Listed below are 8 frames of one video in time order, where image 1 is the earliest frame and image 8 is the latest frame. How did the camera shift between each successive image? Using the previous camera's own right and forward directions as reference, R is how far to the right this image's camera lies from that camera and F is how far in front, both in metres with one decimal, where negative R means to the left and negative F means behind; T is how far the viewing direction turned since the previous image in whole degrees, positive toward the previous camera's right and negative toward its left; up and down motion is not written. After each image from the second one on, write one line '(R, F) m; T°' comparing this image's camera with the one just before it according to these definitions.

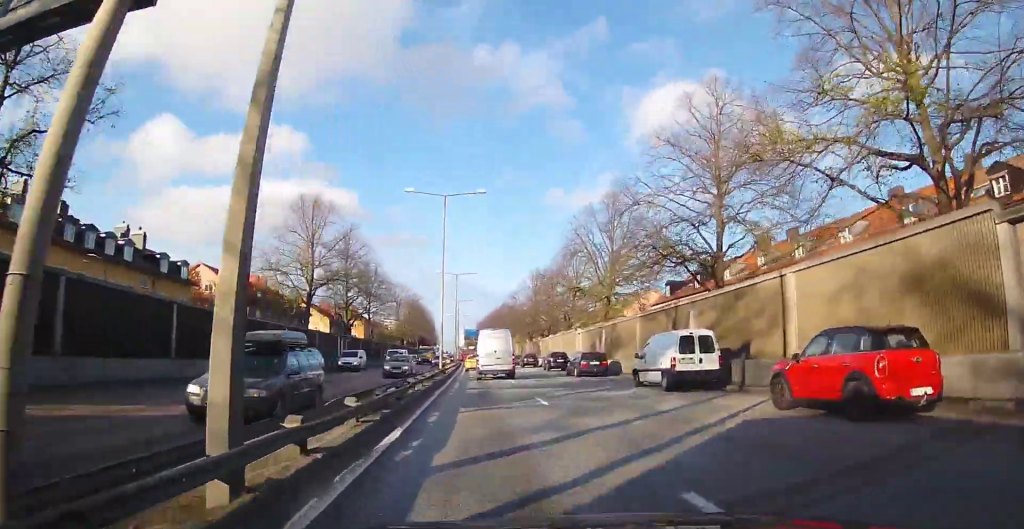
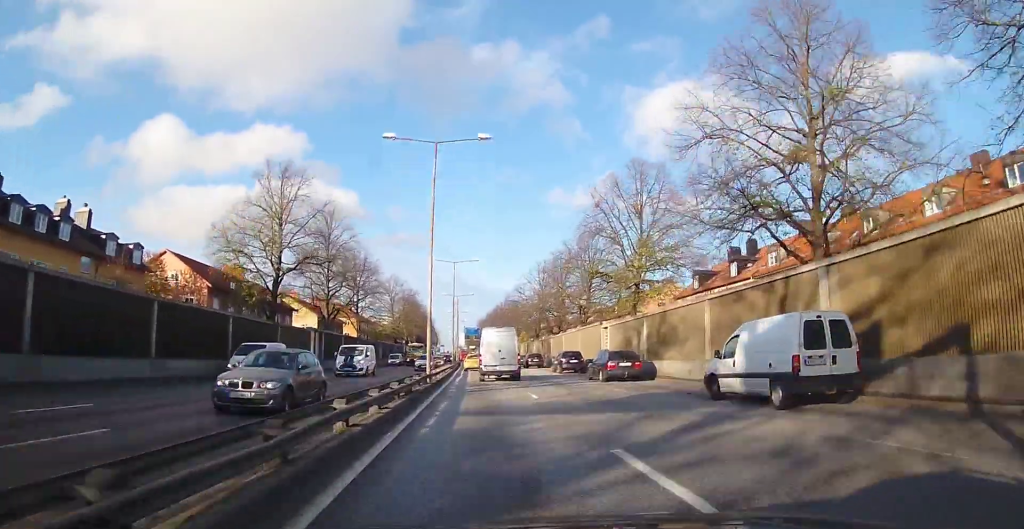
(0.0, +10.0) m; 0°
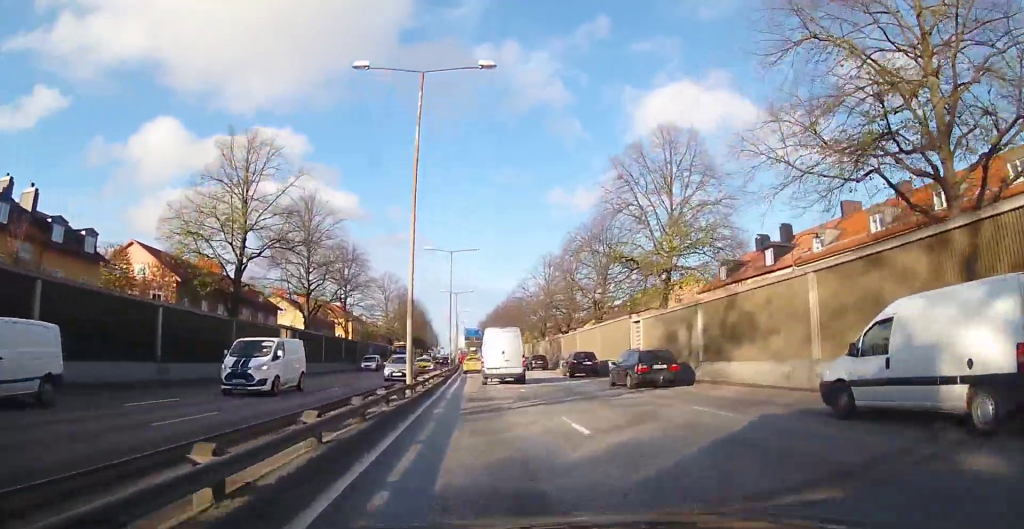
(0.0, +7.8) m; 0°
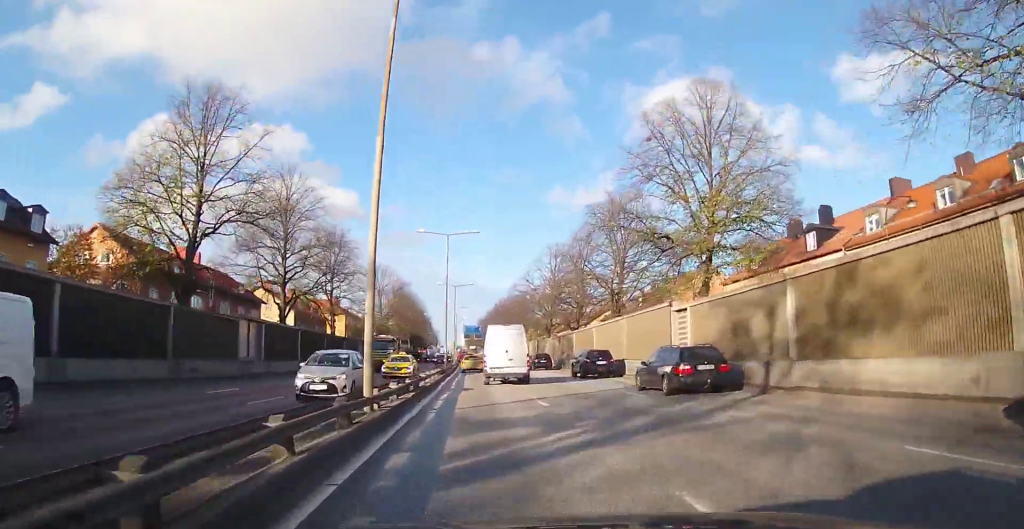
(0.0, +7.3) m; -1°
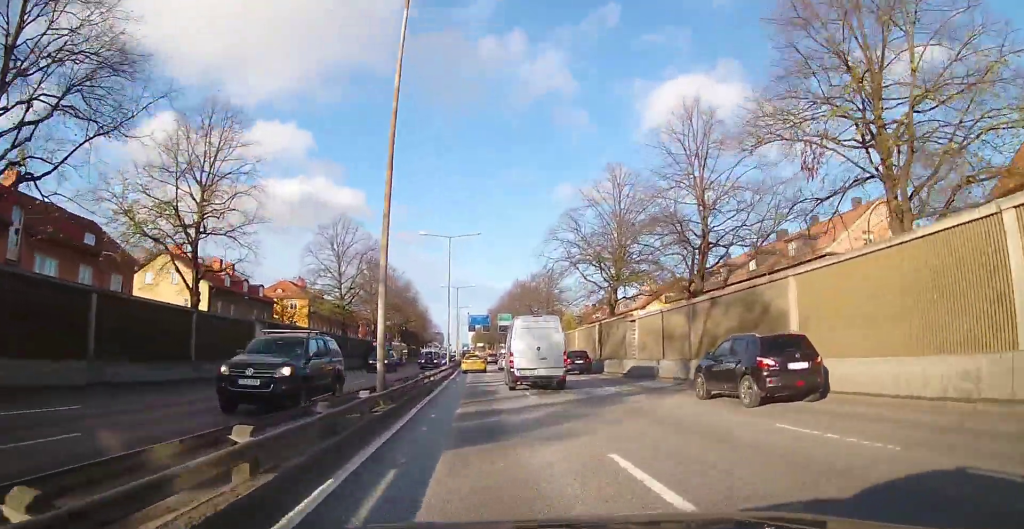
(-0.5, +34.5) m; -2°
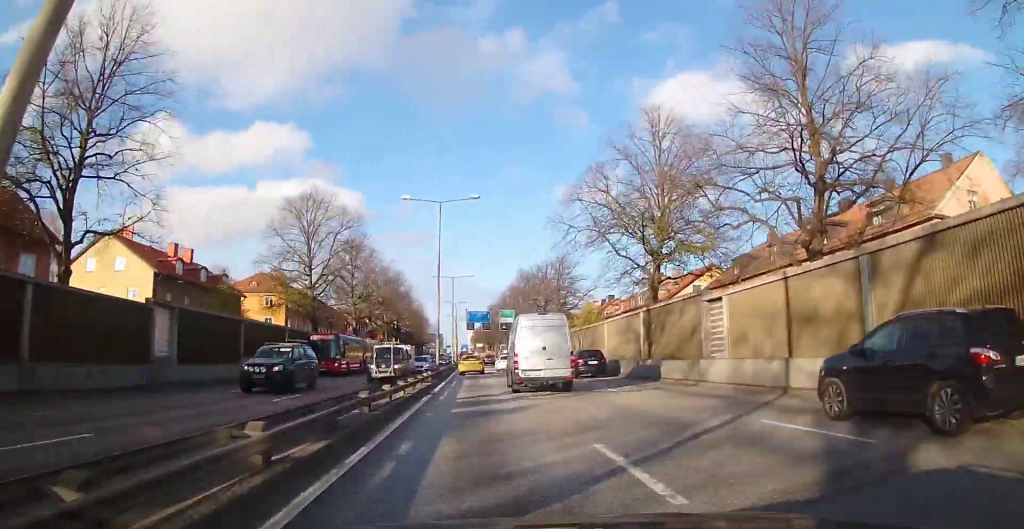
(-0.3, +11.6) m; -1°
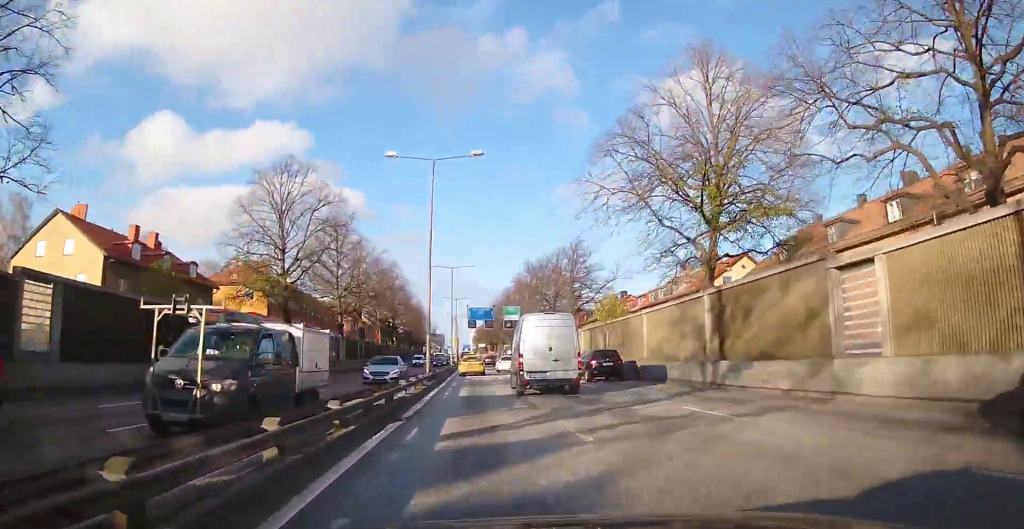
(-0.1, +8.6) m; 0°
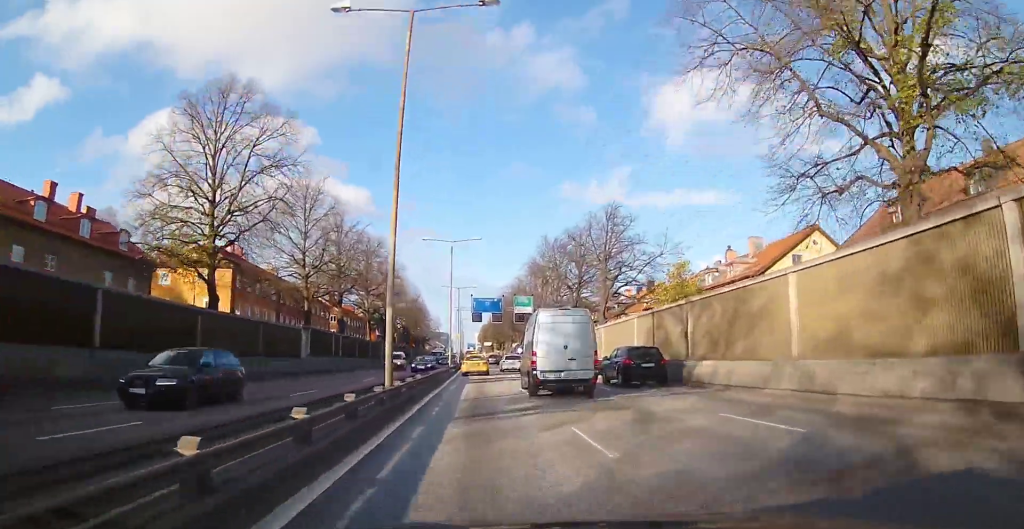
(0.0, +14.0) m; +1°
